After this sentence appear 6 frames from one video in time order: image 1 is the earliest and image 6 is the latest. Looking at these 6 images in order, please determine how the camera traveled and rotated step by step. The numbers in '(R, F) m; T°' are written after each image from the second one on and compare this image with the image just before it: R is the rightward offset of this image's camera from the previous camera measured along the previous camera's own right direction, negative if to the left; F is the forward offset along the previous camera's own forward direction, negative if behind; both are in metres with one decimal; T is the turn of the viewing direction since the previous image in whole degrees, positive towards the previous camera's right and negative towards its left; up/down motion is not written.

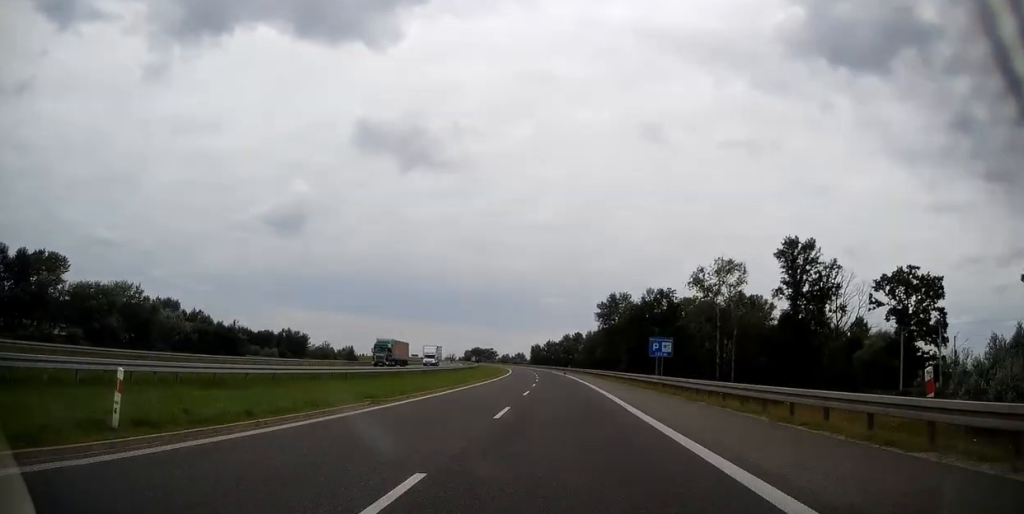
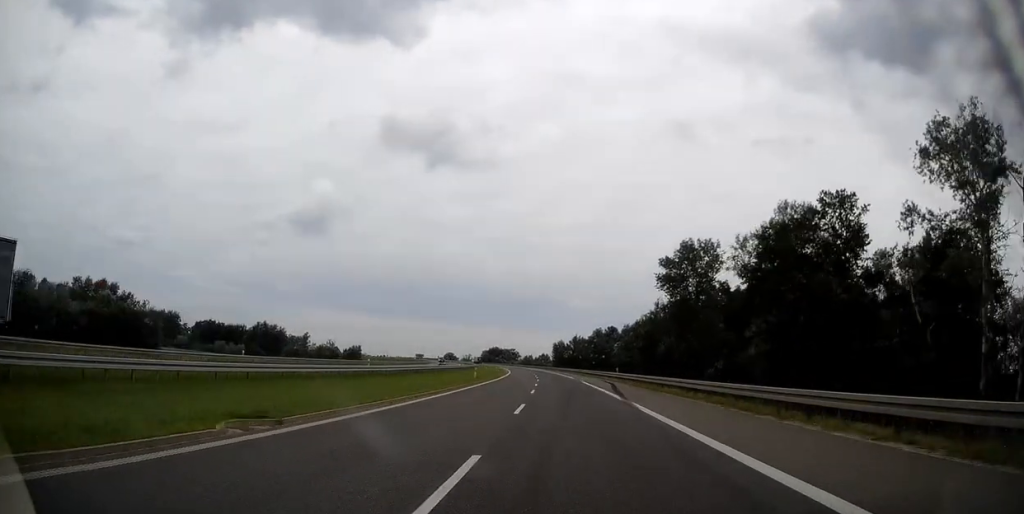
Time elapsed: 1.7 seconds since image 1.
(-1.4, +58.6) m; -2°
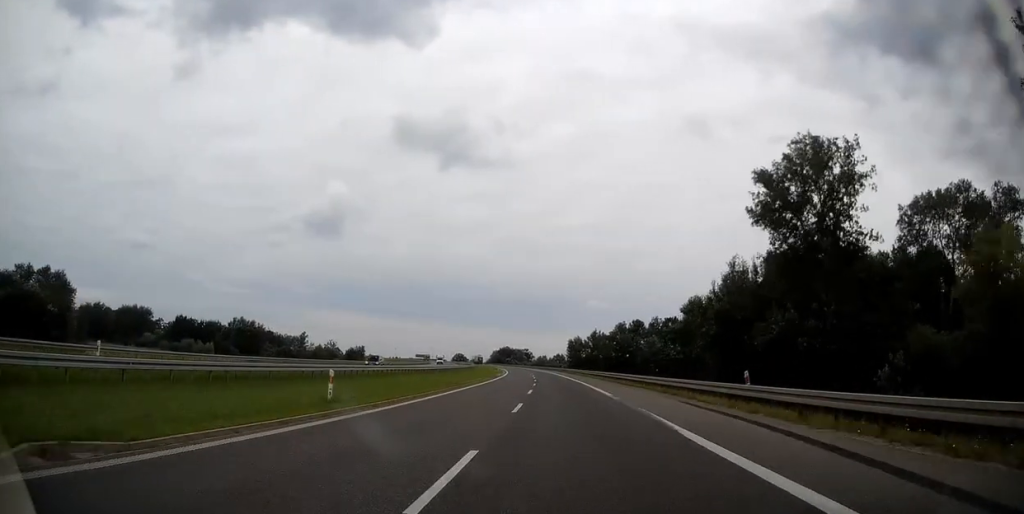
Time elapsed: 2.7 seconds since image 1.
(-0.4, +35.6) m; -2°
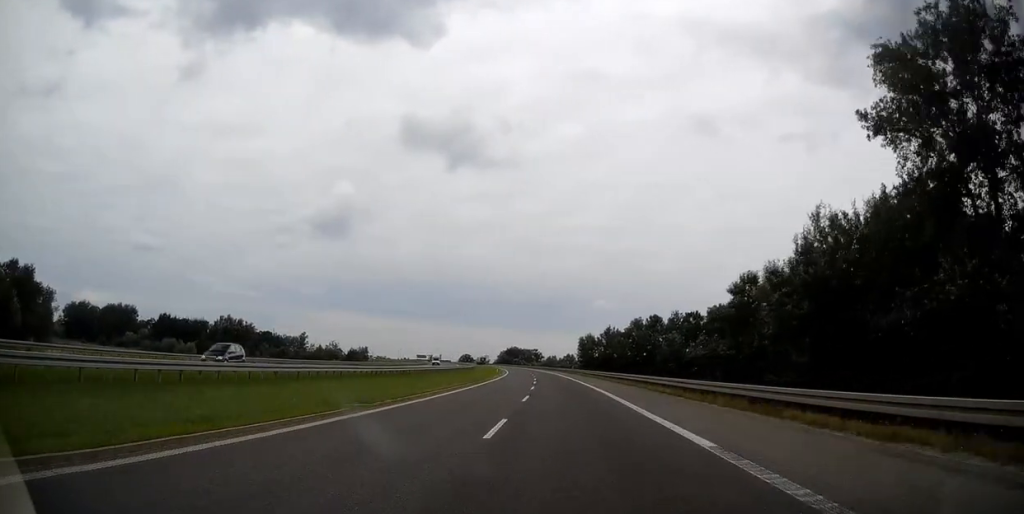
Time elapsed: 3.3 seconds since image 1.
(-0.1, +18.4) m; -1°
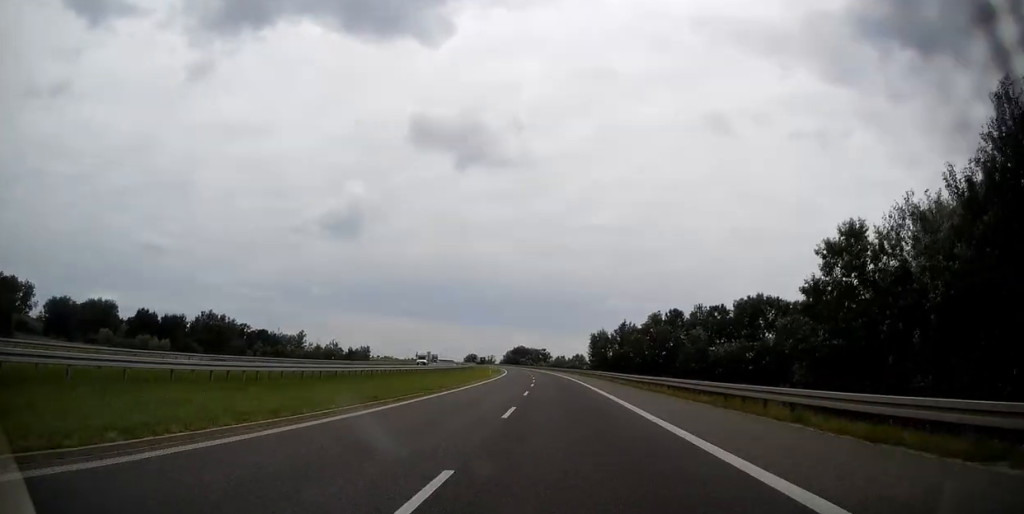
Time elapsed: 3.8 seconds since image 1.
(-0.2, +19.5) m; -1°
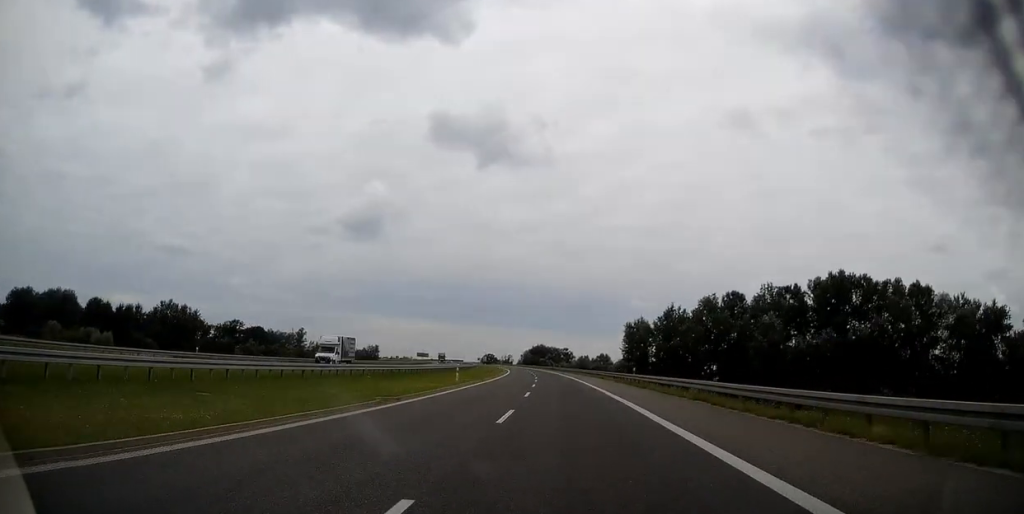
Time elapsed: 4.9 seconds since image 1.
(-0.6, +37.8) m; -2°
